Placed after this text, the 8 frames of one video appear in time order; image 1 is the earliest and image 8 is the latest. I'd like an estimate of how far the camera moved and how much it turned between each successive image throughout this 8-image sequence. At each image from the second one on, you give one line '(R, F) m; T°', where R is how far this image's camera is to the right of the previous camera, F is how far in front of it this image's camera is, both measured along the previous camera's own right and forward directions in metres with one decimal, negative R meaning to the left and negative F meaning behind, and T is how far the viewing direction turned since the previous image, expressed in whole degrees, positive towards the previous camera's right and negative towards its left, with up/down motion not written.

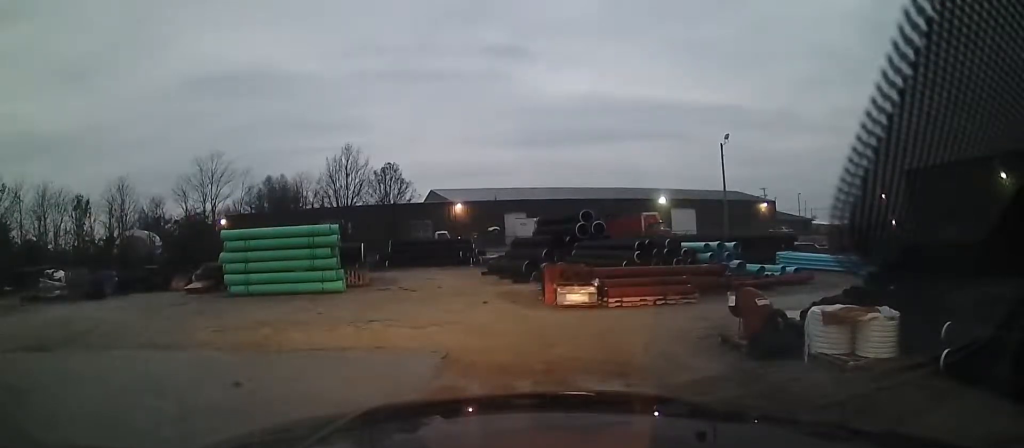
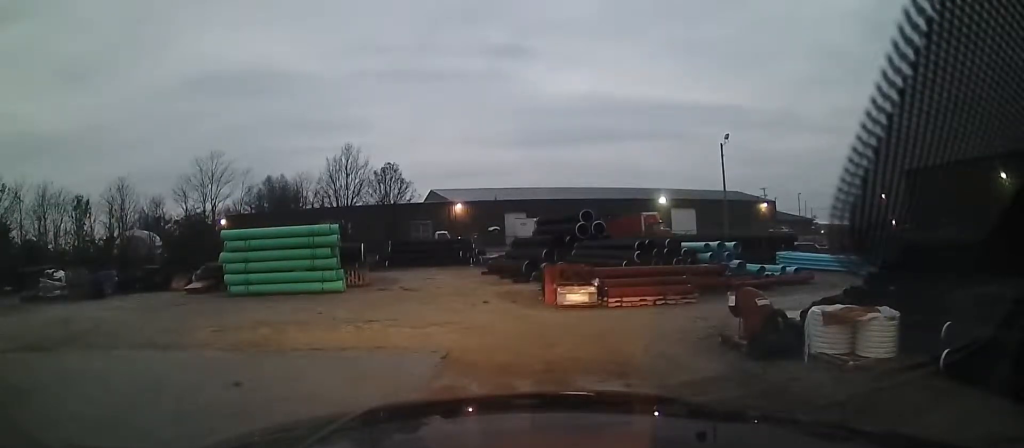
(0.0, 0.0) m; 0°
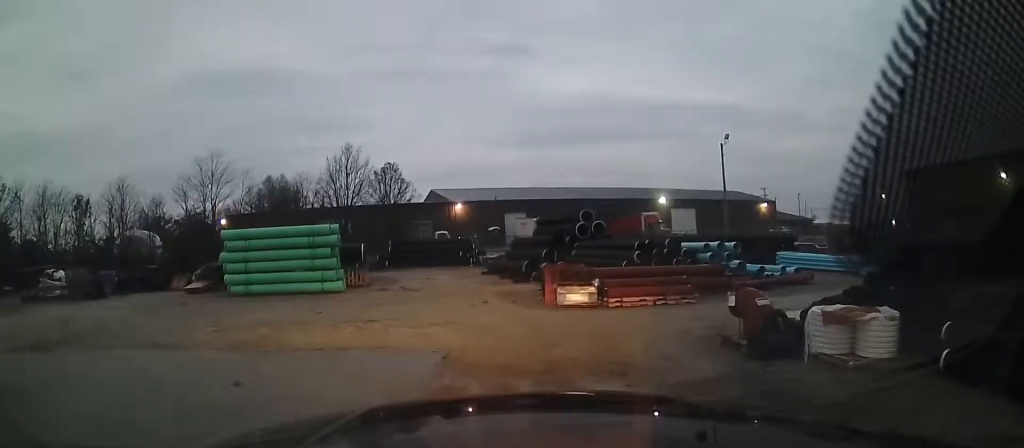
(0.0, 0.0) m; 0°
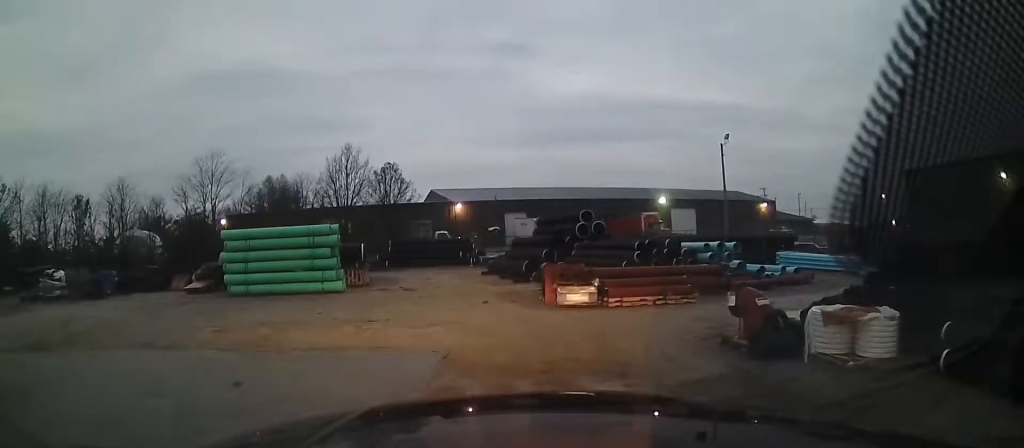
(0.0, 0.0) m; 0°
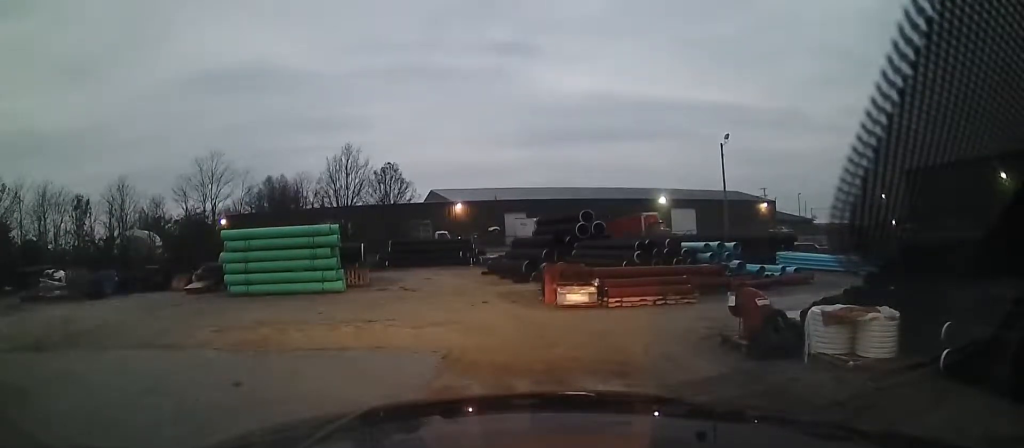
(0.0, 0.0) m; 0°
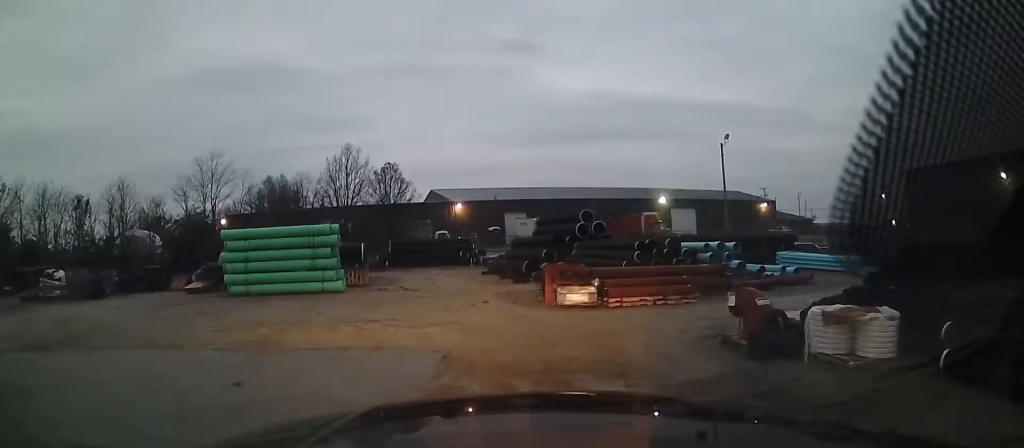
(0.0, 0.0) m; 0°
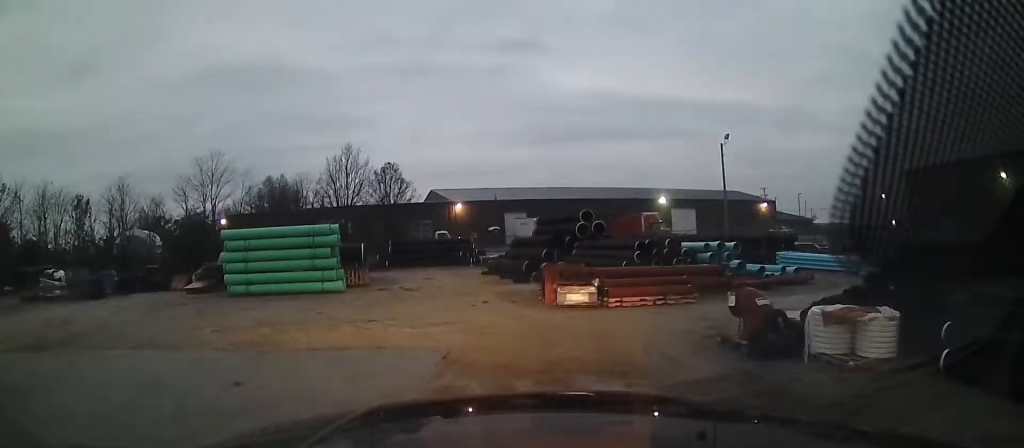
(0.0, 0.0) m; 0°
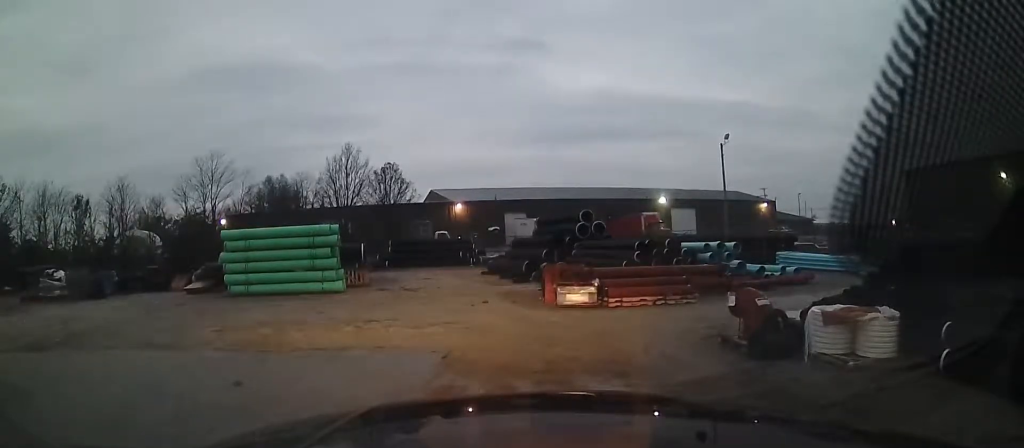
(0.0, 0.0) m; 0°
